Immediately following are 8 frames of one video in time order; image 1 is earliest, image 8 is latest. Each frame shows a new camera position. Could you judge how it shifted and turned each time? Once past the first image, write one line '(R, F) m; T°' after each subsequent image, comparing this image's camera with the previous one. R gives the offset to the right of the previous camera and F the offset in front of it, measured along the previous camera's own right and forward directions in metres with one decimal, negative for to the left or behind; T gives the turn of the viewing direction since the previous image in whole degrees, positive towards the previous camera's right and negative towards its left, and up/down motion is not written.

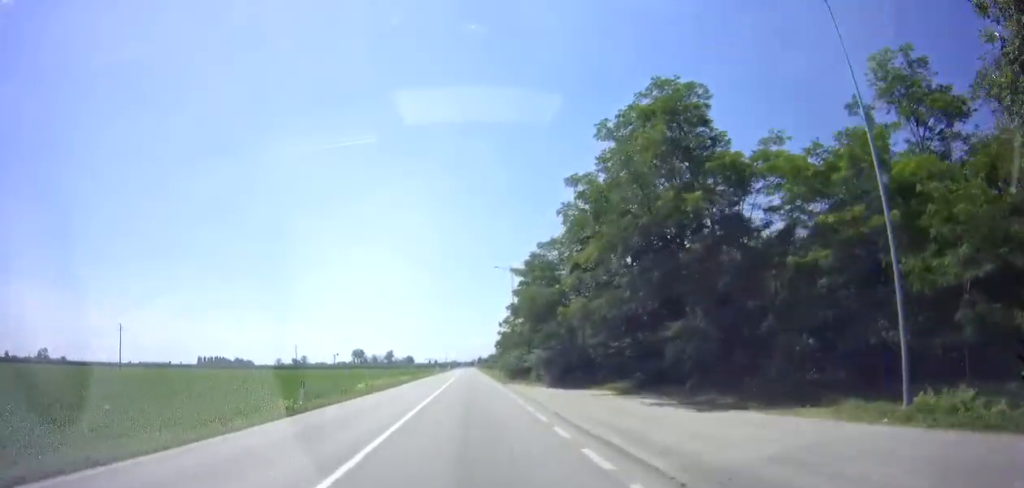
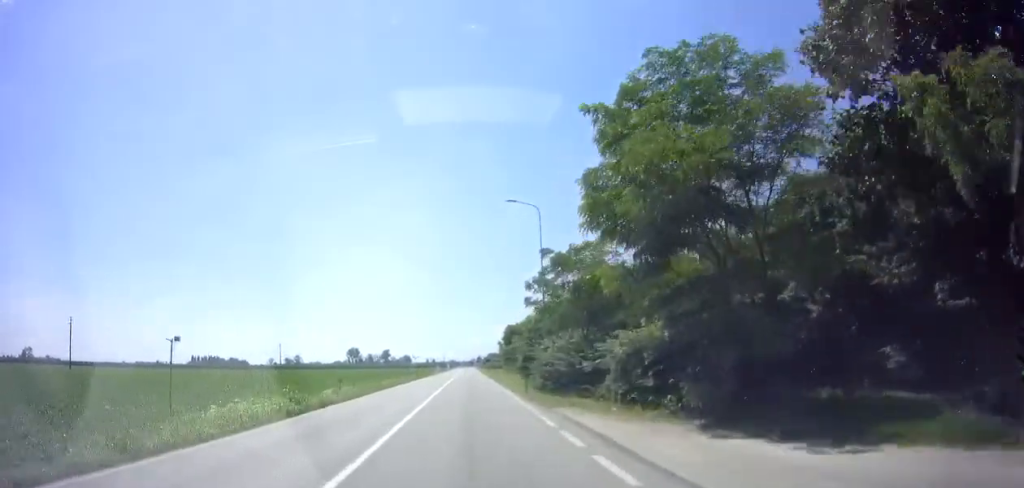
(-0.4, +22.1) m; -1°
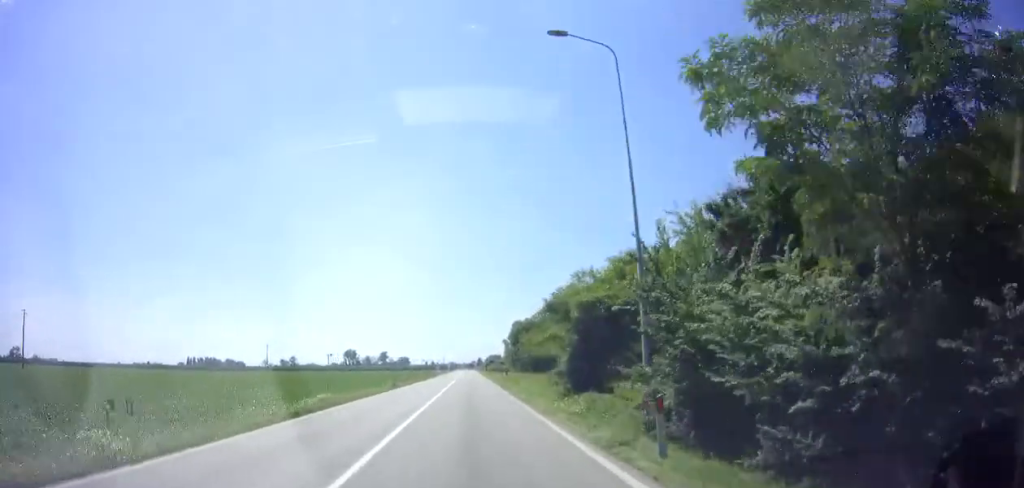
(+0.2, +17.7) m; 0°
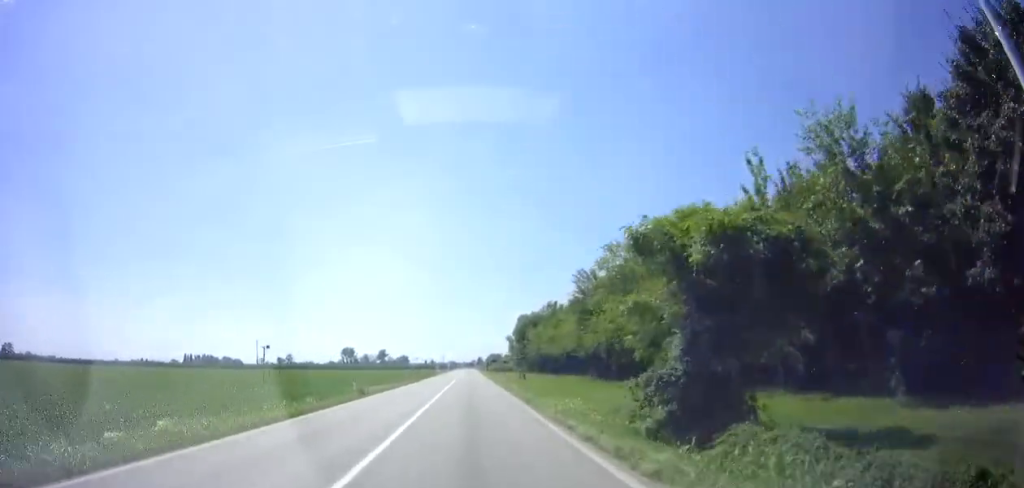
(0.0, +11.3) m; 0°
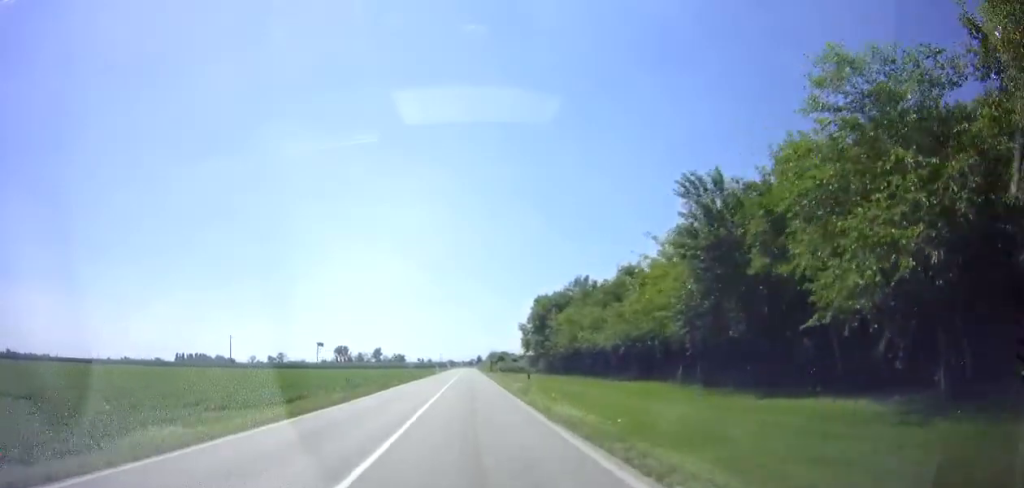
(-0.1, +26.3) m; 0°
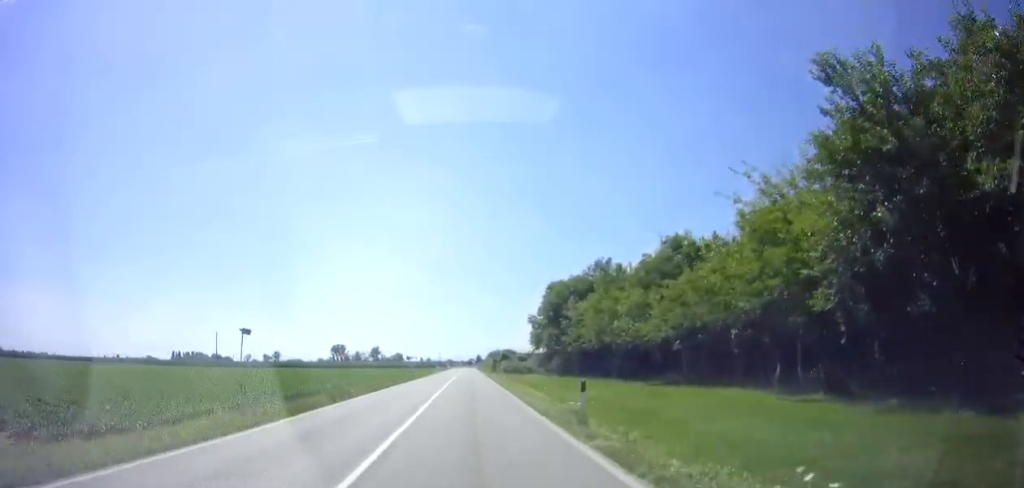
(-0.1, +11.4) m; 0°
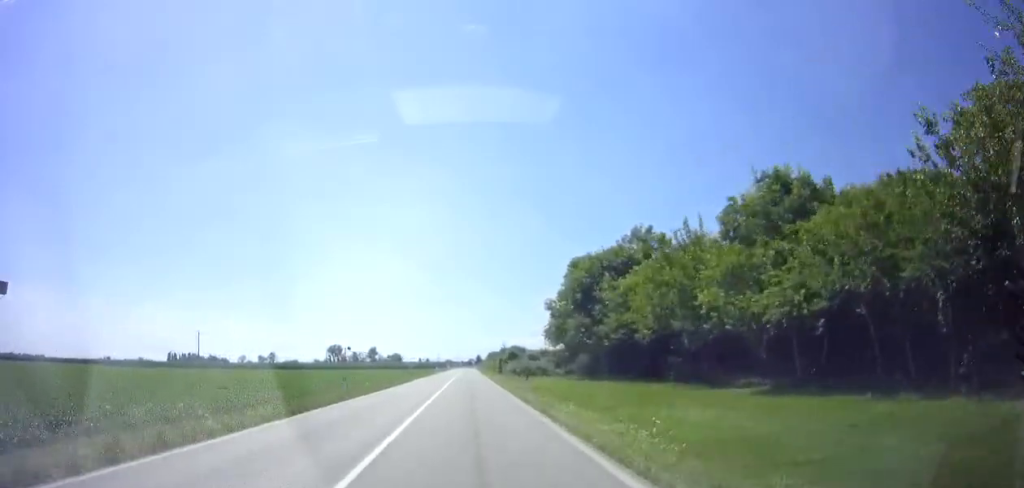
(+0.2, +13.6) m; 0°
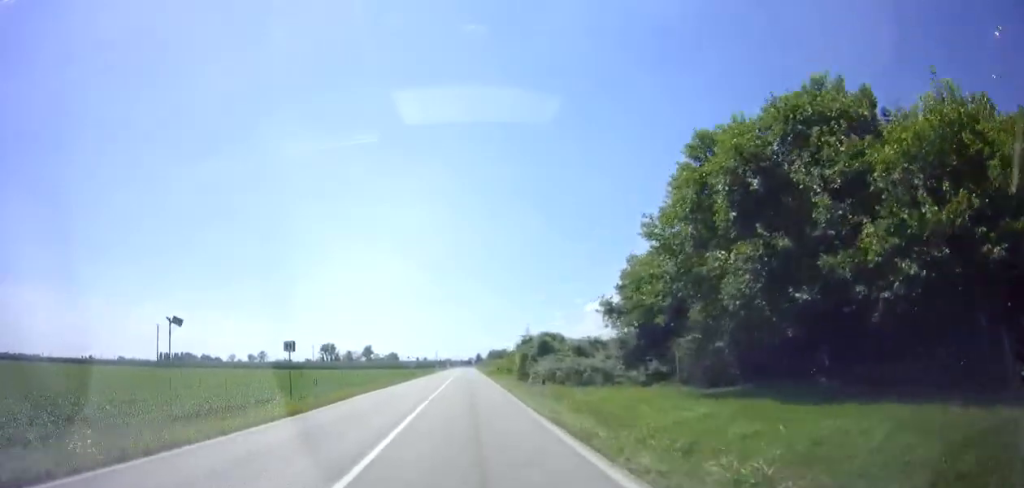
(-0.3, +25.8) m; -1°
